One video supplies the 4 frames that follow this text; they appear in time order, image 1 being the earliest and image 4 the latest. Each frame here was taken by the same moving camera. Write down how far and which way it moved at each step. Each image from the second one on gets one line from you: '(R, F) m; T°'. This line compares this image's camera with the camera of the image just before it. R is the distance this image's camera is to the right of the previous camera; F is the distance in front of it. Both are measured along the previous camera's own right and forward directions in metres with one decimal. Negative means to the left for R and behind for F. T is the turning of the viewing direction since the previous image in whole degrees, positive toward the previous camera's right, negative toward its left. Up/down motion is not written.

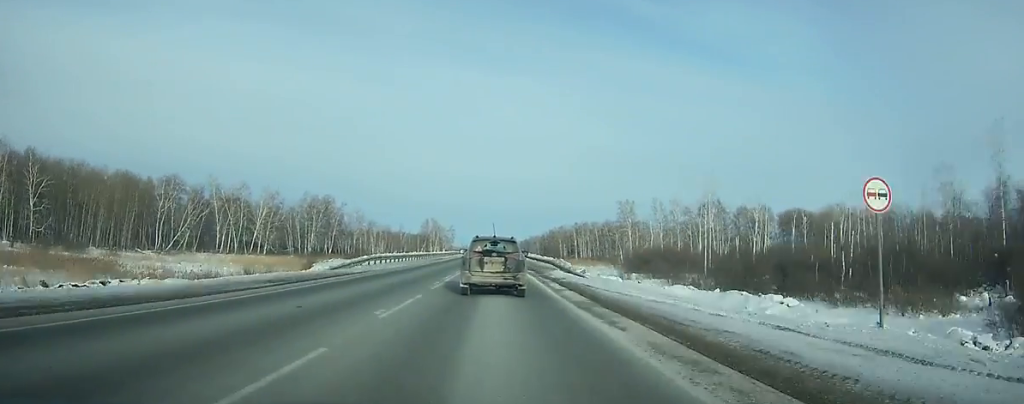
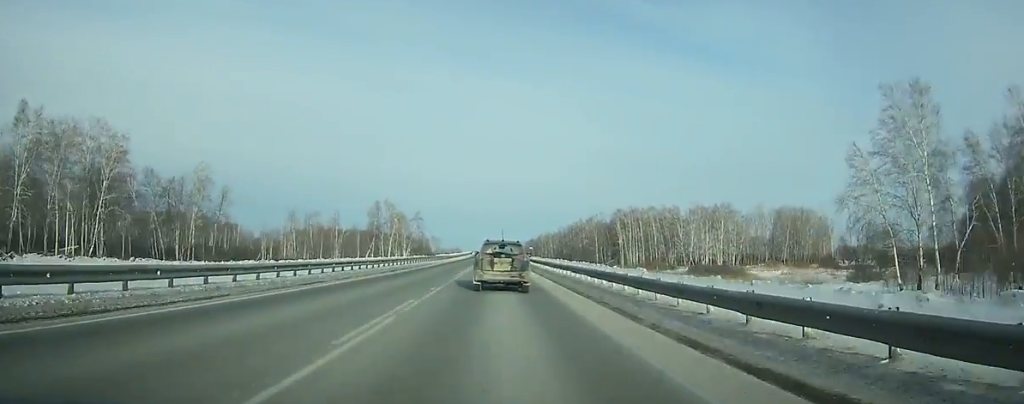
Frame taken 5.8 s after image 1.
(+0.3, +135.6) m; 0°
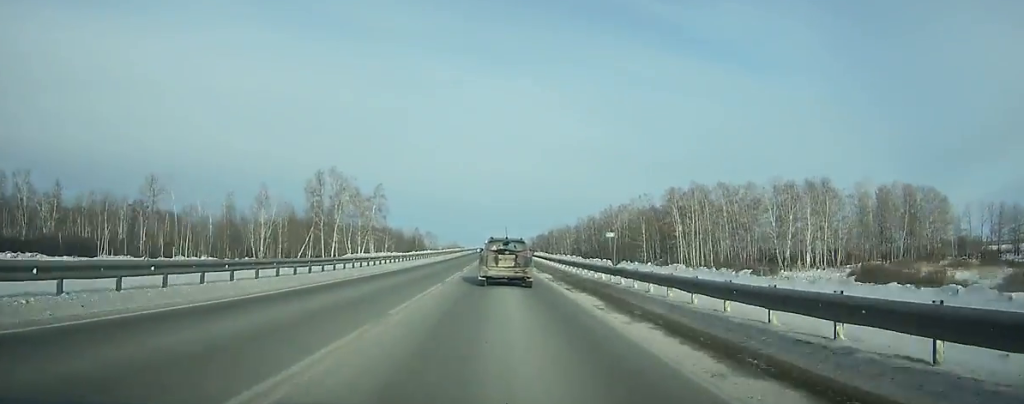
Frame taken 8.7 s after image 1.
(0.0, +69.0) m; 0°
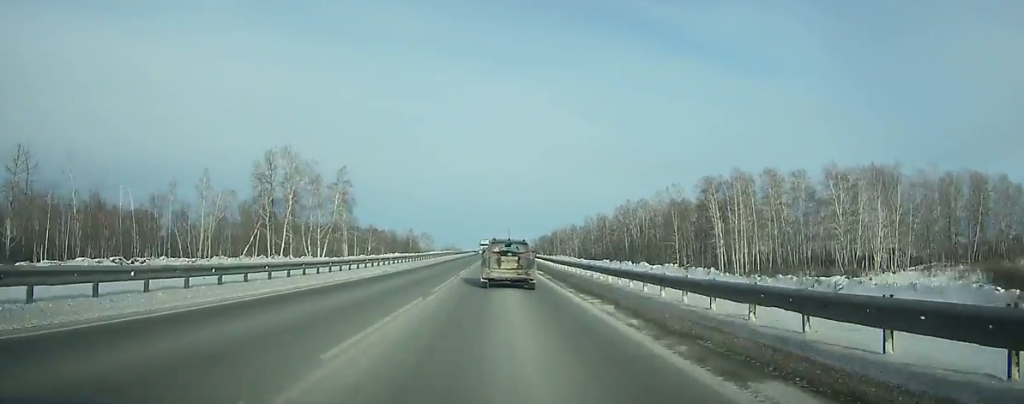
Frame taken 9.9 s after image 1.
(0.0, +28.7) m; 0°
